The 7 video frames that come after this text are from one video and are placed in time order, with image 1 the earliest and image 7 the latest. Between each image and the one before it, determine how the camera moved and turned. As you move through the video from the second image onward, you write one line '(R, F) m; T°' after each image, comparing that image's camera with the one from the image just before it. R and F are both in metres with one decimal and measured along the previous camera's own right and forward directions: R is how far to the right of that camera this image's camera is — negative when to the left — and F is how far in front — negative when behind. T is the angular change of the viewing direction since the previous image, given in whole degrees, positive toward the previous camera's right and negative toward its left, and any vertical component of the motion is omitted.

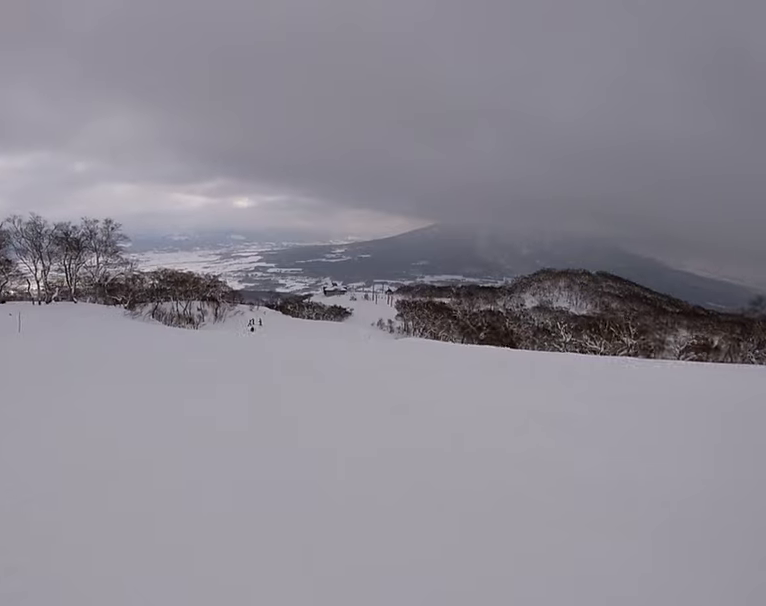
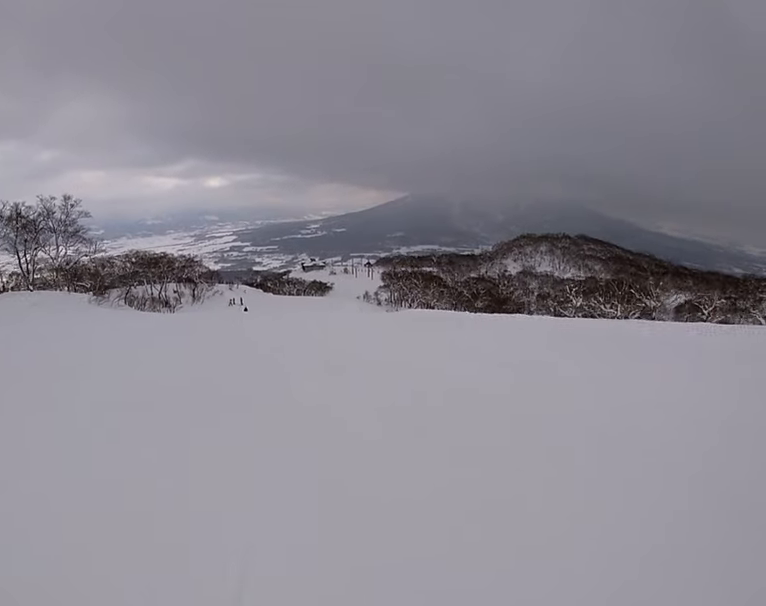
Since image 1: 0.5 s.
(-0.4, +6.7) m; +3°
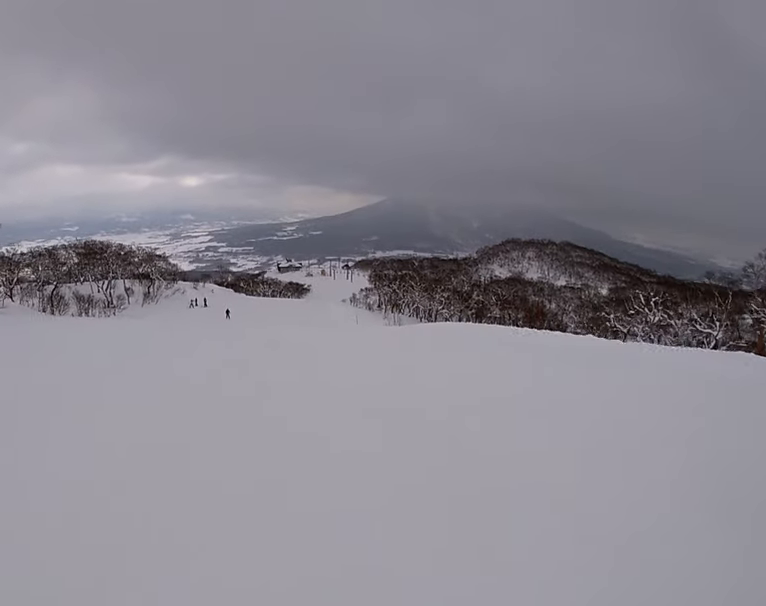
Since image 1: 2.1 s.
(+2.5, +19.9) m; +7°
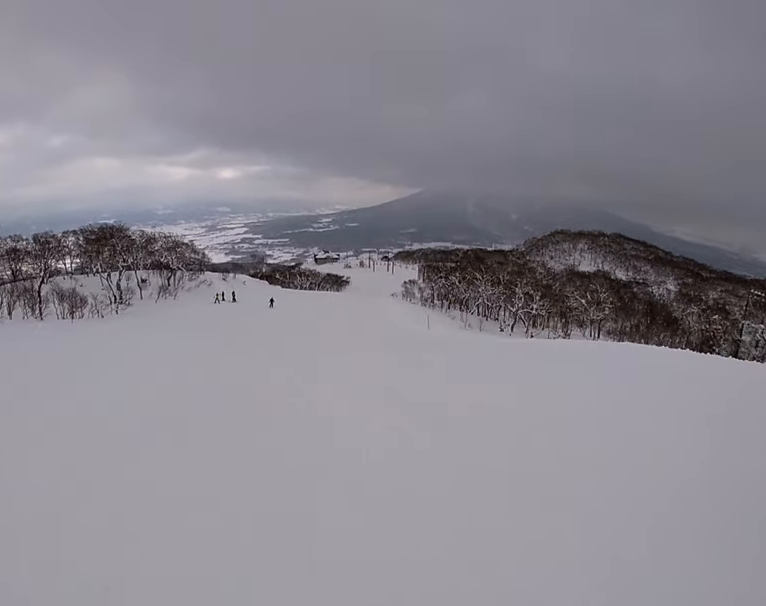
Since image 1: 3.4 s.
(0.0, +16.0) m; -6°
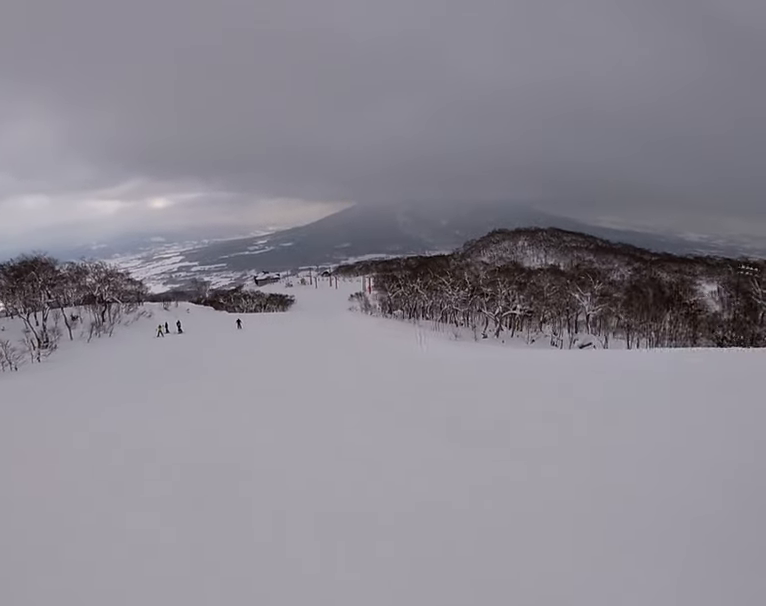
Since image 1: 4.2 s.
(-1.1, +10.3) m; +4°
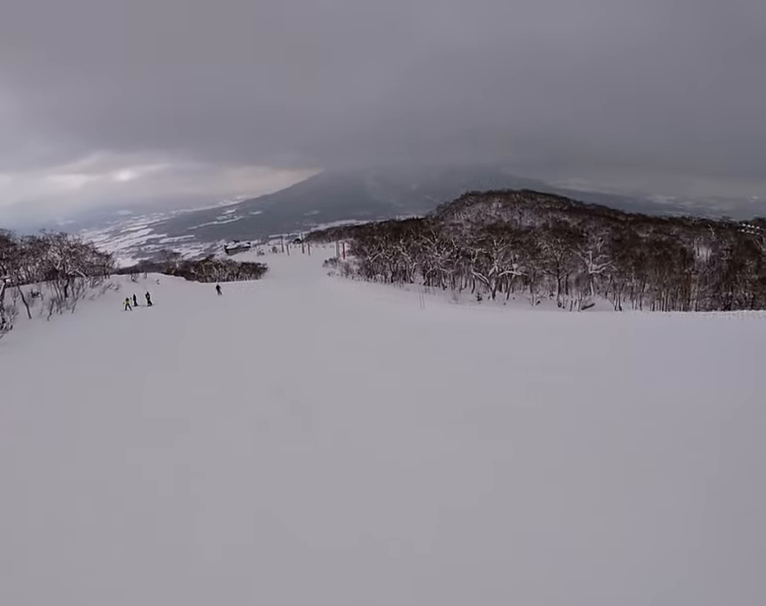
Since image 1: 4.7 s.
(-0.2, +5.0) m; +3°
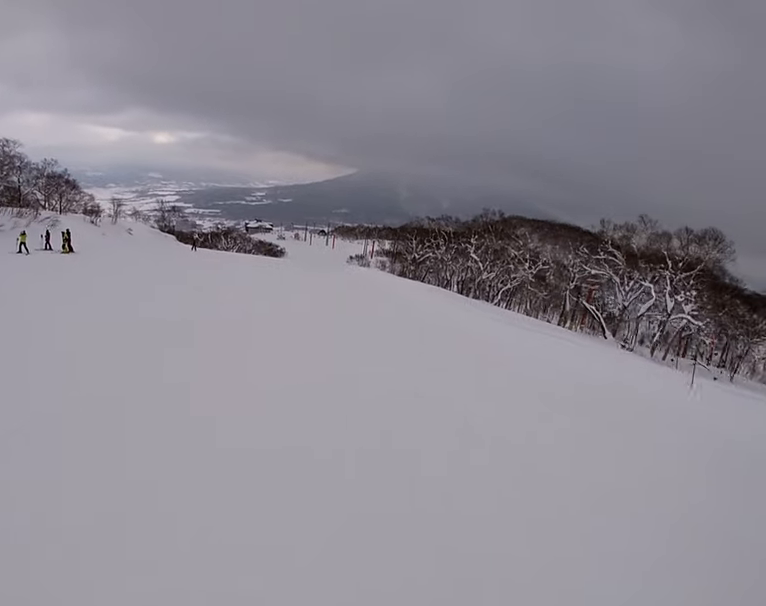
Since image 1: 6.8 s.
(+2.1, +25.5) m; -1°
